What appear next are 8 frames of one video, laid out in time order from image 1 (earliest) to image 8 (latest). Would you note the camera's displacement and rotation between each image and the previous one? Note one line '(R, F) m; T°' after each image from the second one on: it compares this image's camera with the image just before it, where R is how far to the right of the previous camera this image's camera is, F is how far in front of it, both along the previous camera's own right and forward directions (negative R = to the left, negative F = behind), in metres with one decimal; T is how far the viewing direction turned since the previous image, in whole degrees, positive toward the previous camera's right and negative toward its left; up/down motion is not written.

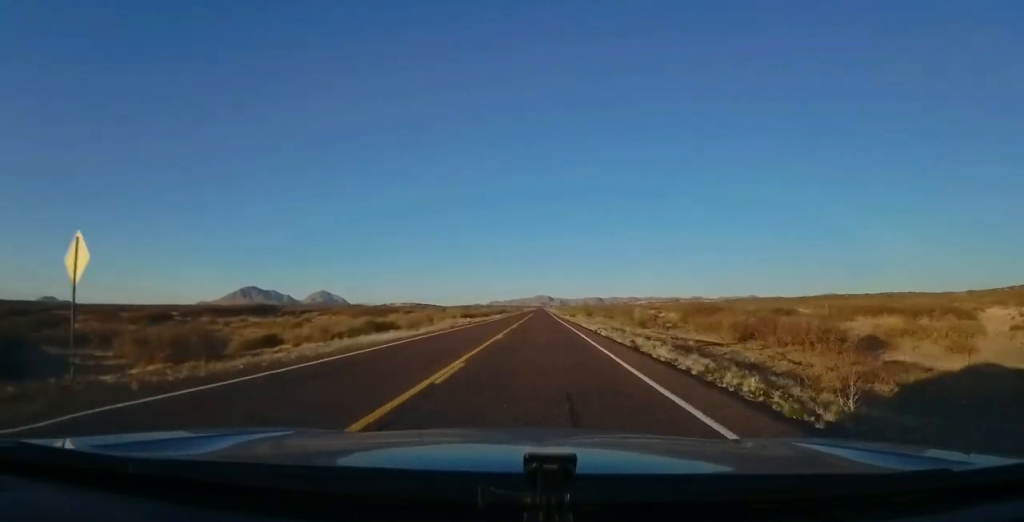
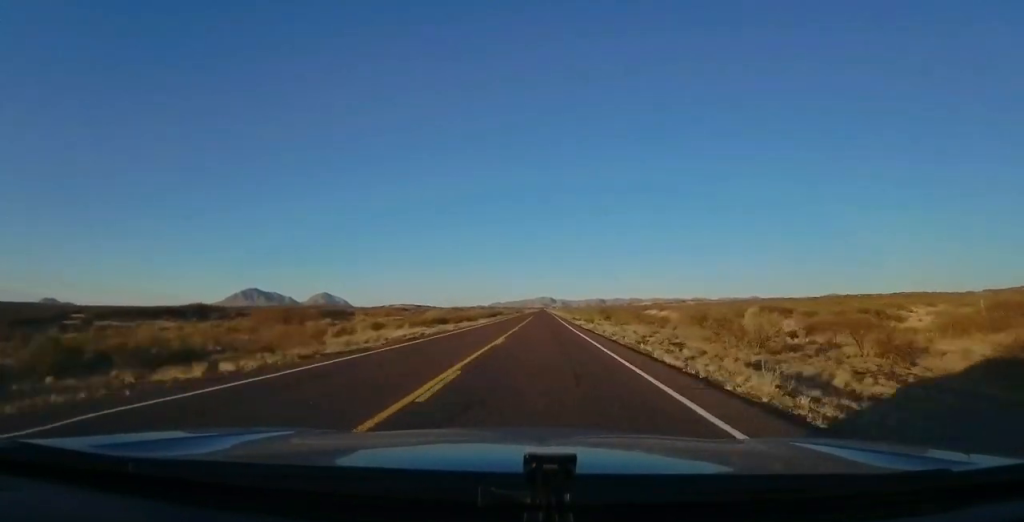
(+0.1, +25.8) m; 0°
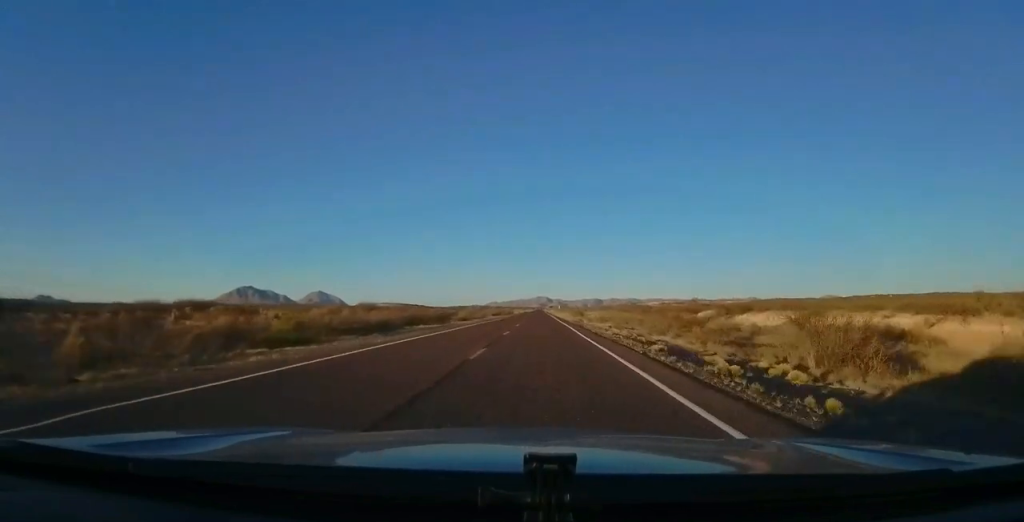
(-0.8, +79.3) m; -1°
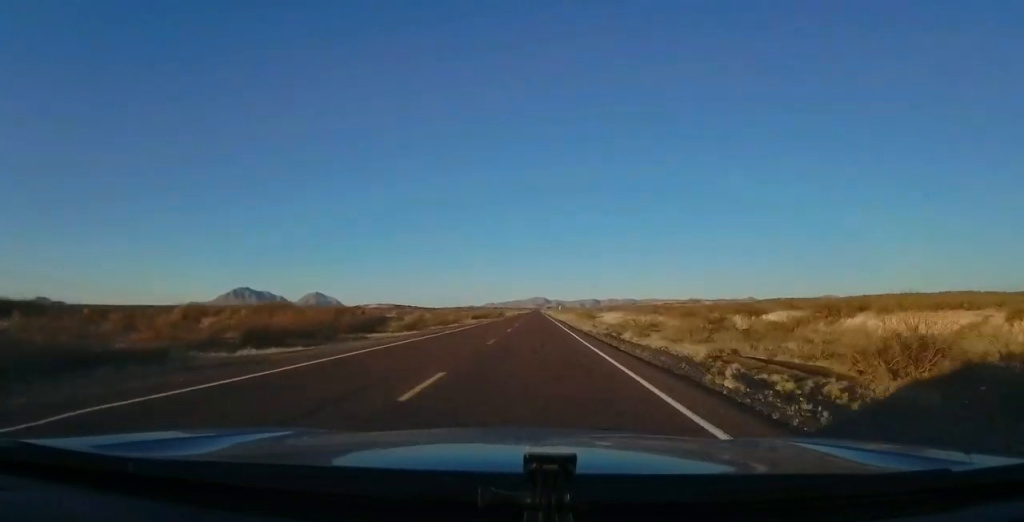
(+0.1, +29.7) m; +1°
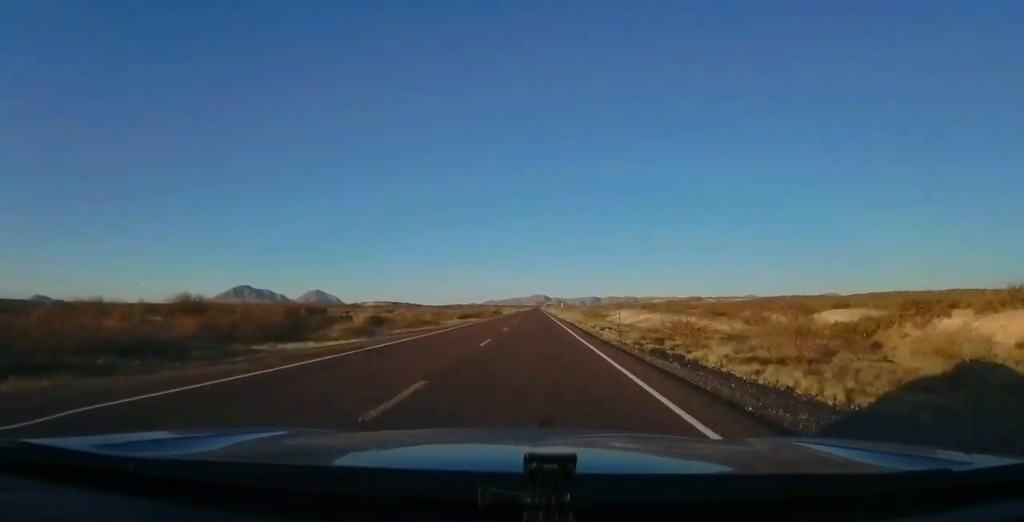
(-0.3, +13.5) m; +1°
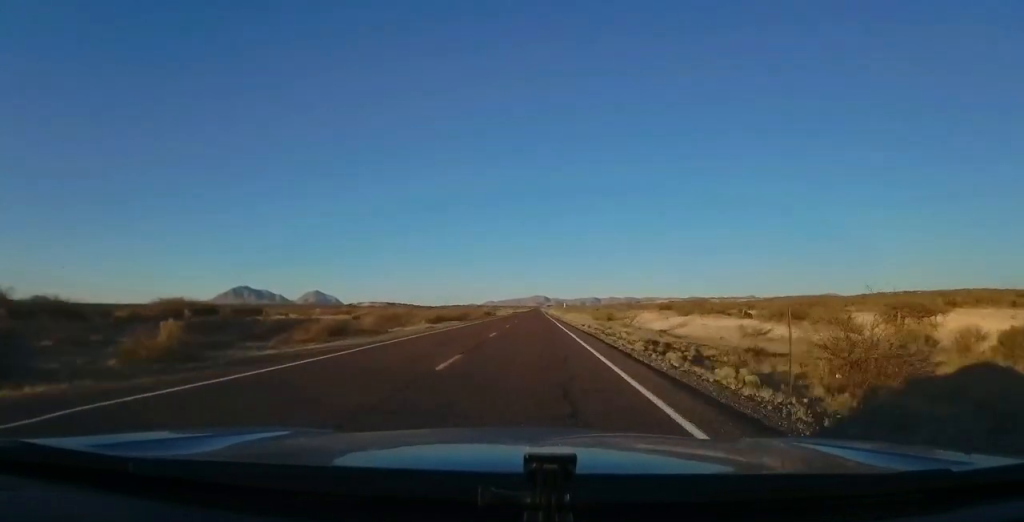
(+0.4, +19.3) m; +1°
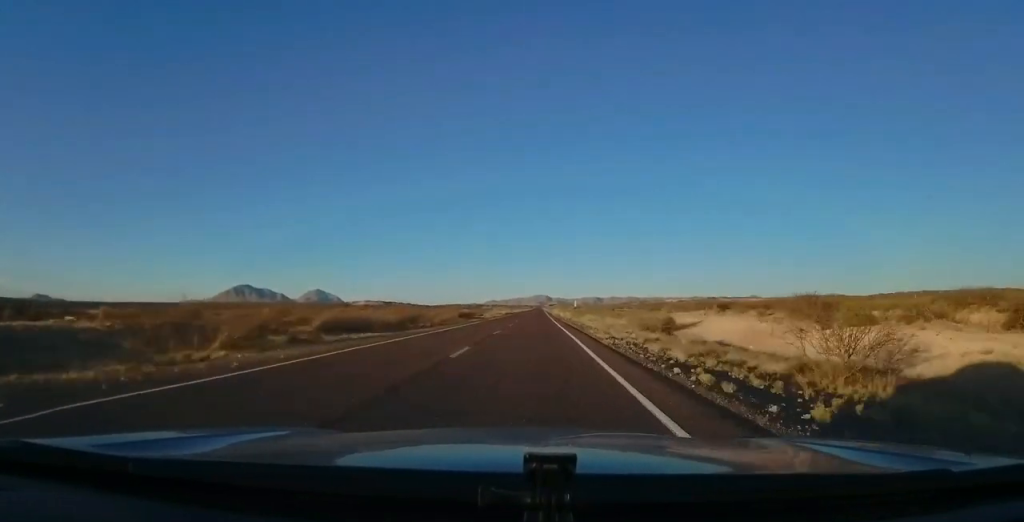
(+0.1, +33.9) m; 0°
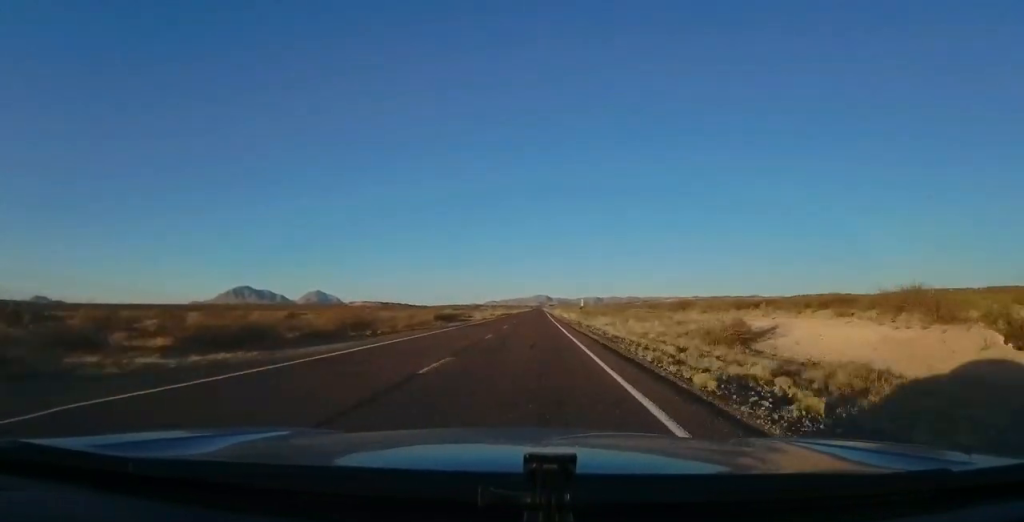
(-0.1, +15.6) m; 0°
